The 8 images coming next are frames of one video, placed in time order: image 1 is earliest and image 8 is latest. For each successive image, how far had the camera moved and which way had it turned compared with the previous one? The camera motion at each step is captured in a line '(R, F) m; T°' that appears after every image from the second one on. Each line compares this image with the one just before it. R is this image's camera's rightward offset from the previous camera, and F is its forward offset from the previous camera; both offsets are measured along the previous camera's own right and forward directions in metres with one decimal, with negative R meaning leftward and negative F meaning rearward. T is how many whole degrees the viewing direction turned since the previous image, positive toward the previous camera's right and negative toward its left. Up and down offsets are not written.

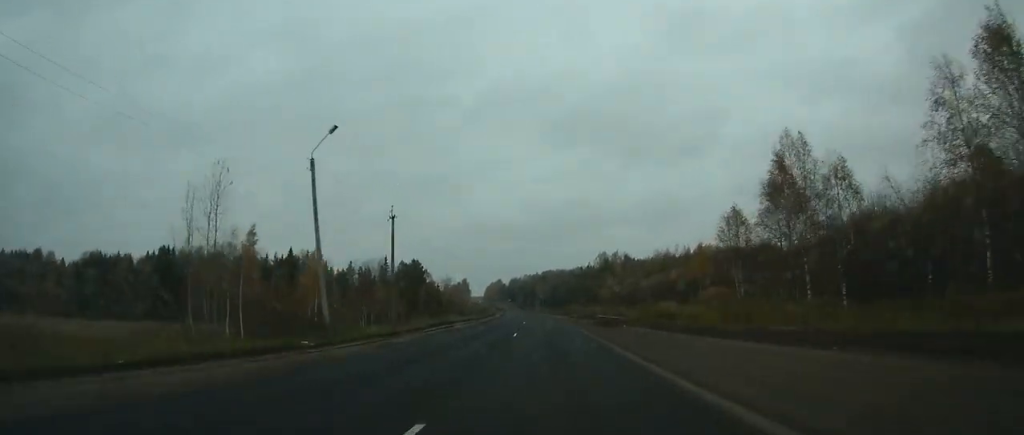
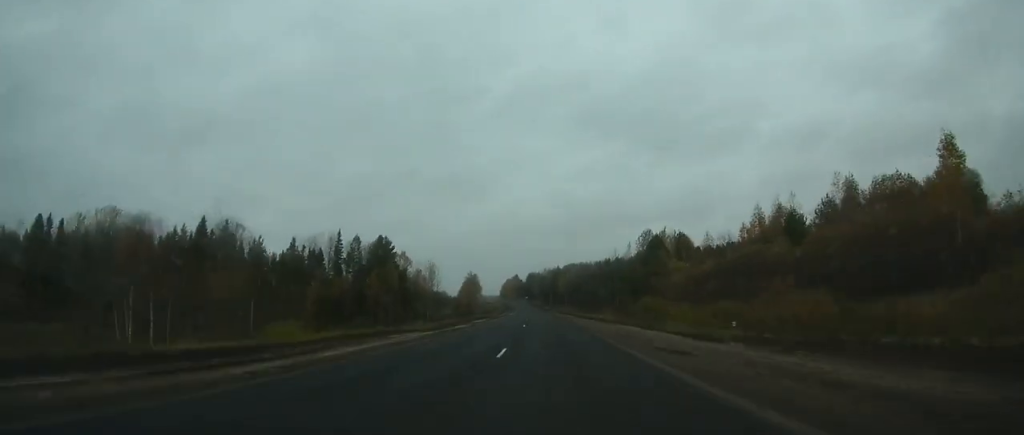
(-0.8, +61.2) m; -2°
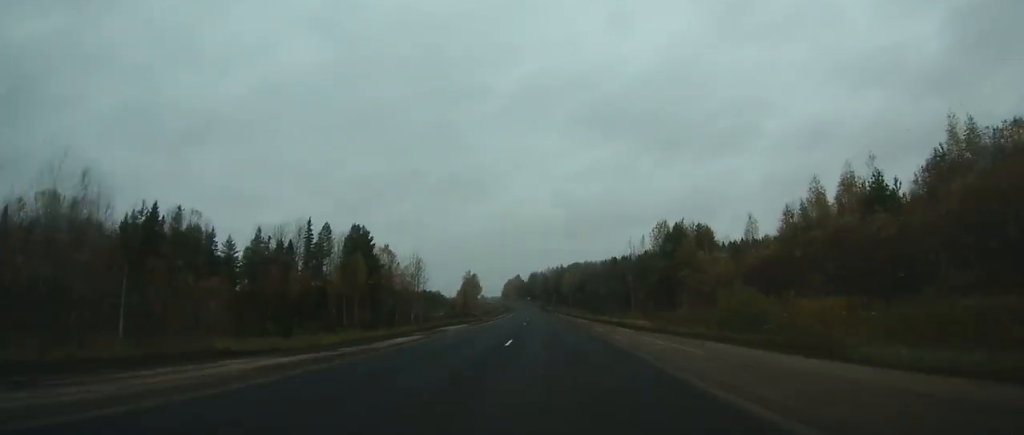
(-0.2, +20.7) m; 0°
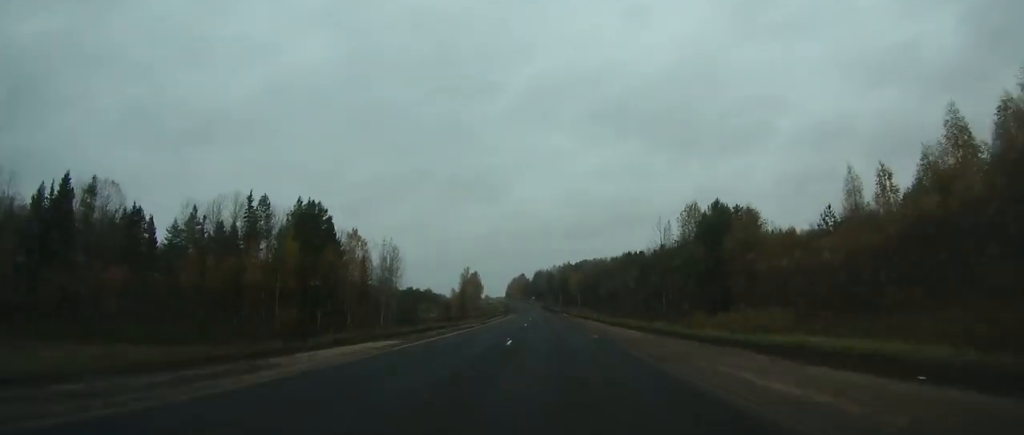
(-0.1, +29.0) m; 0°
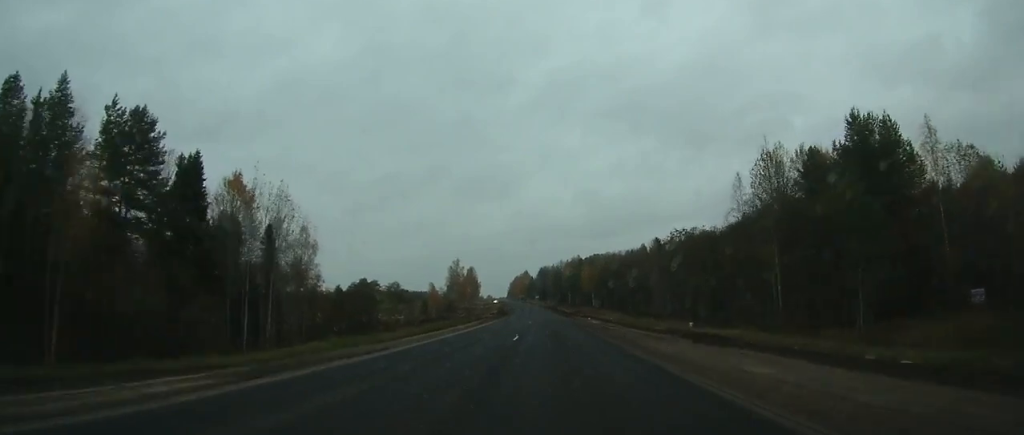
(-0.3, +49.4) m; 0°
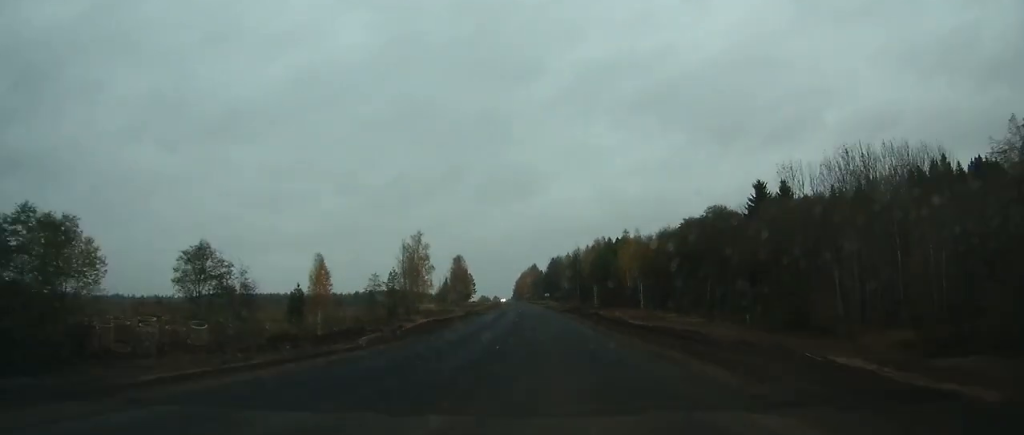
(-0.8, +82.8) m; -2°
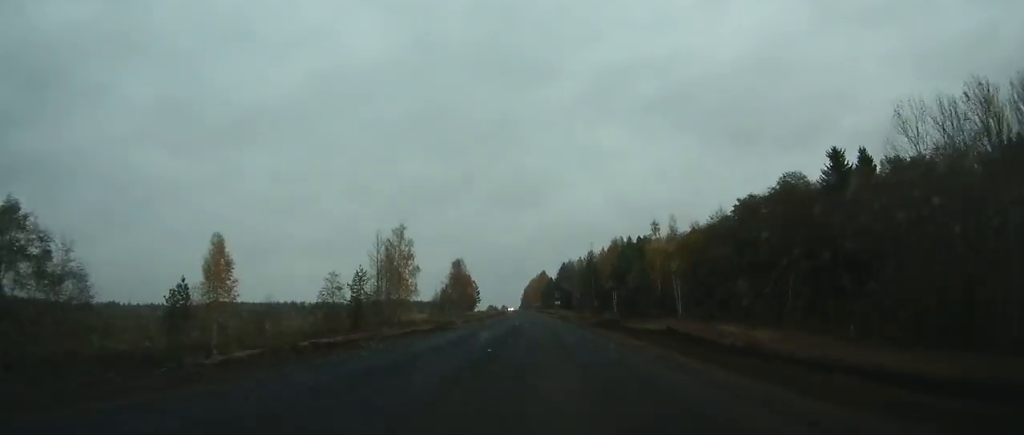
(-0.3, +25.4) m; -1°
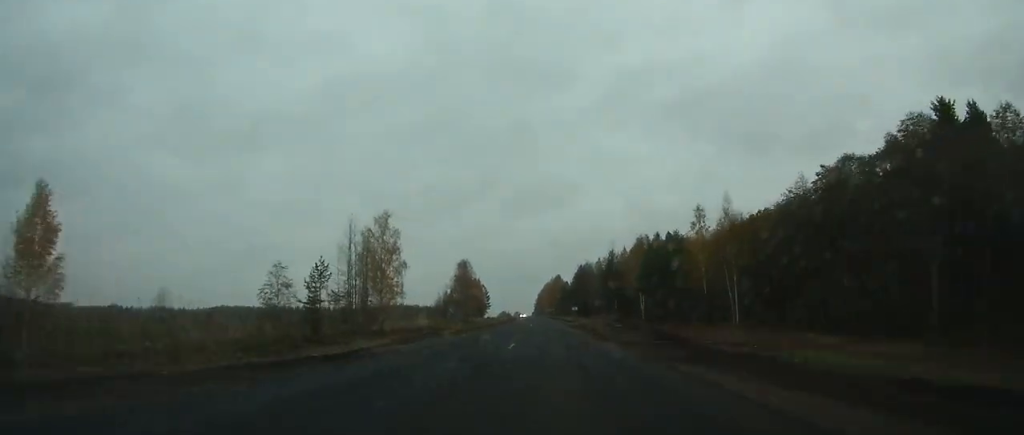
(-0.1, +21.2) m; -1°
